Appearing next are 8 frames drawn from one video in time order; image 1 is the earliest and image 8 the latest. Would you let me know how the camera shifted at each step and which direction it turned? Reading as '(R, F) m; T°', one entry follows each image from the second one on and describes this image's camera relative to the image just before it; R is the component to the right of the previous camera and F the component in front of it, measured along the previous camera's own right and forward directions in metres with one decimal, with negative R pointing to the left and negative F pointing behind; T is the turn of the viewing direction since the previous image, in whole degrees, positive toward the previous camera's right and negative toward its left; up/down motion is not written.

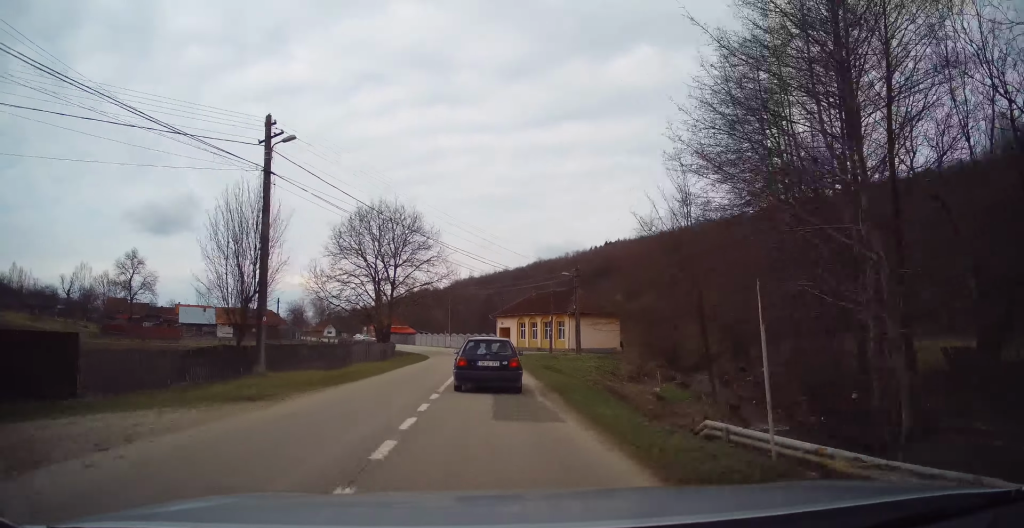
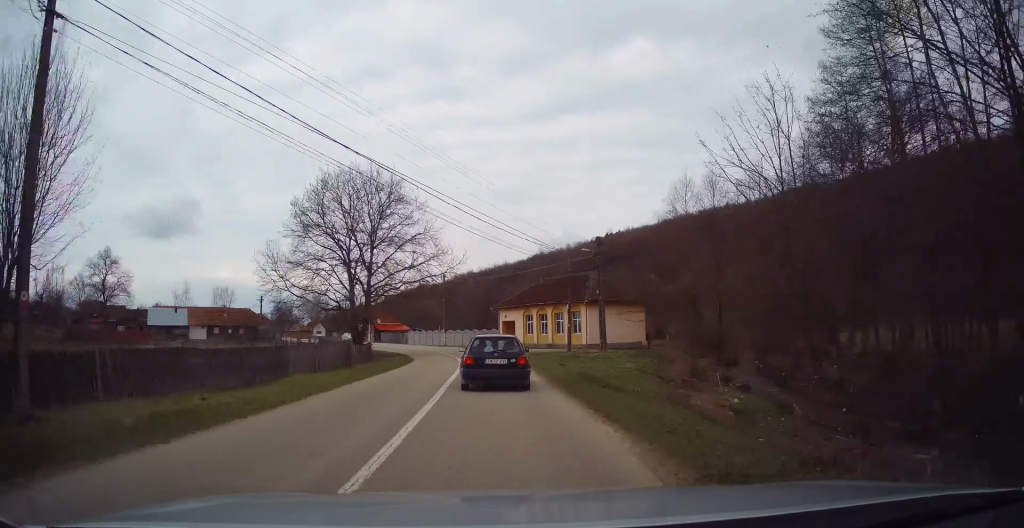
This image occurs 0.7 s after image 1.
(+0.1, +10.1) m; -1°
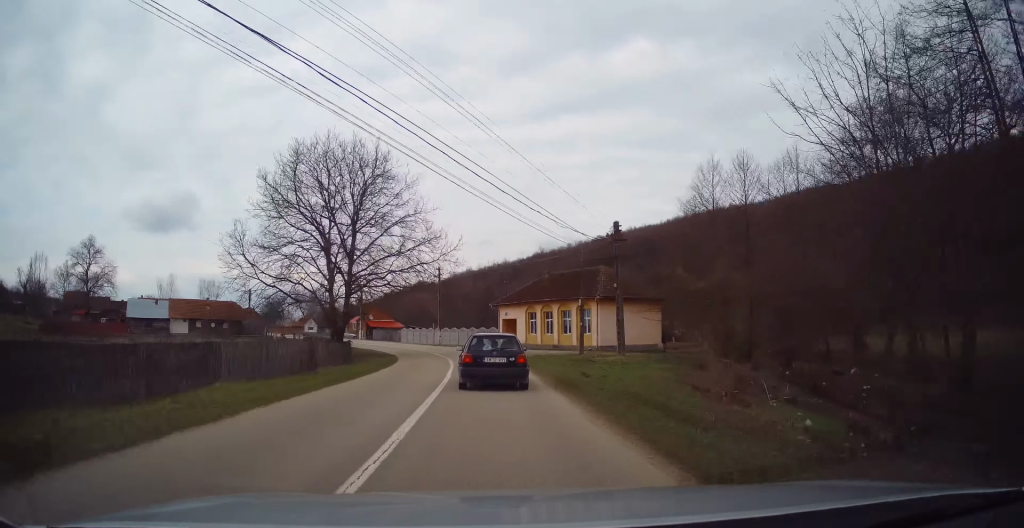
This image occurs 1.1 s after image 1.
(-0.1, +5.5) m; 0°
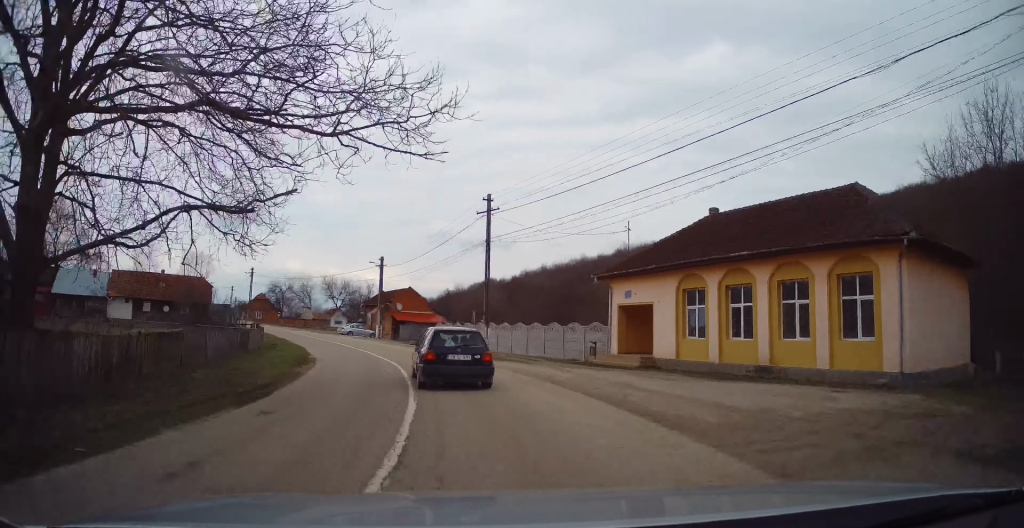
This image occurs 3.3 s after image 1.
(-0.3, +29.6) m; -4°
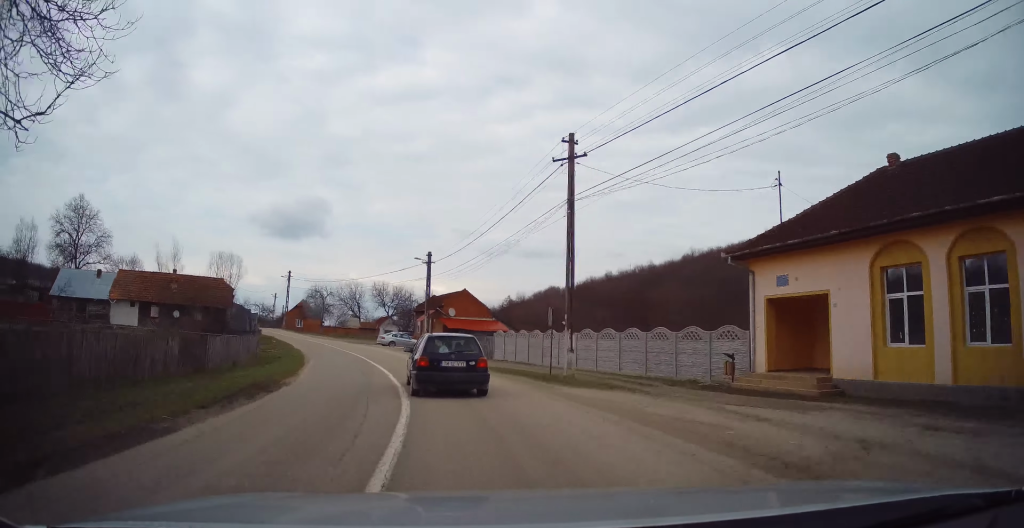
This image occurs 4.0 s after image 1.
(-0.3, +9.7) m; -5°
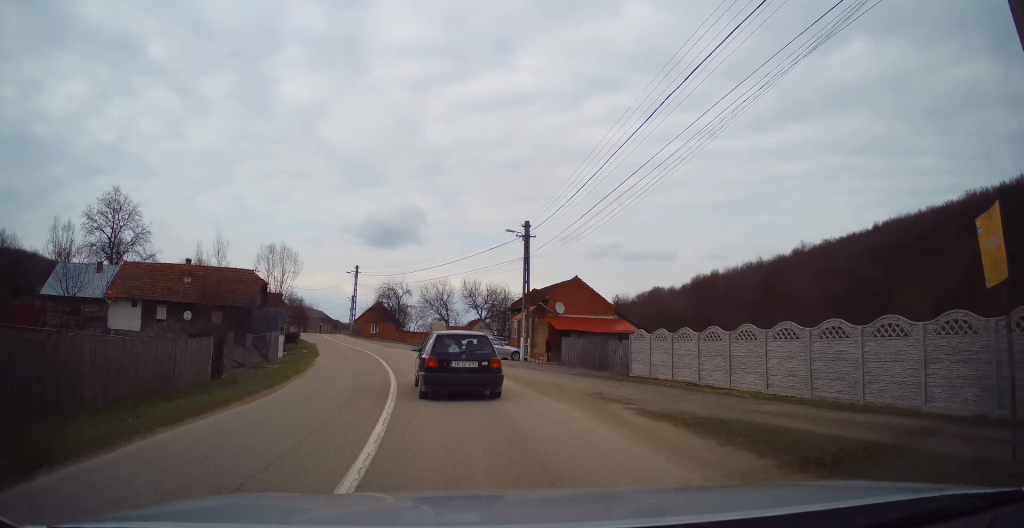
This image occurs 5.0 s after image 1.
(-1.0, +13.9) m; -9°
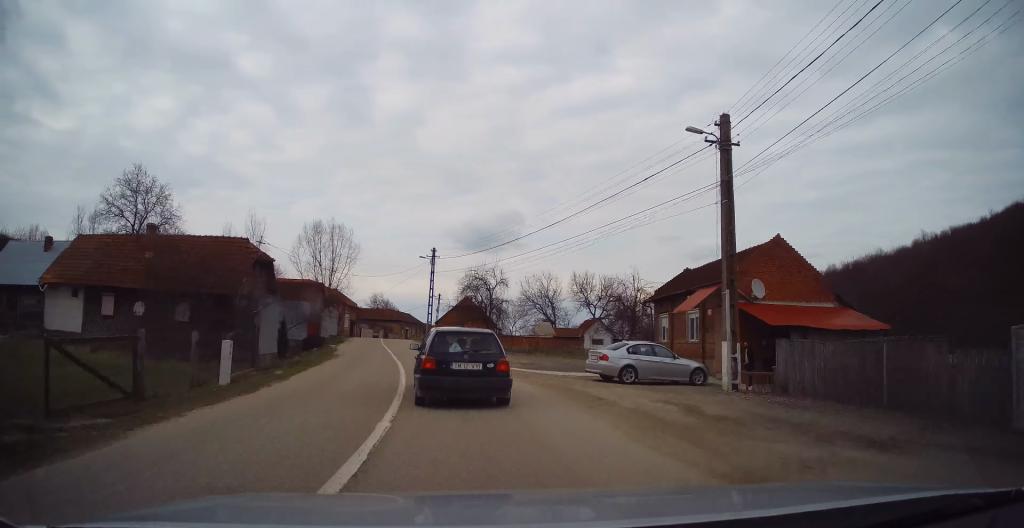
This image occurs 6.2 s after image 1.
(-1.7, +16.5) m; -11°
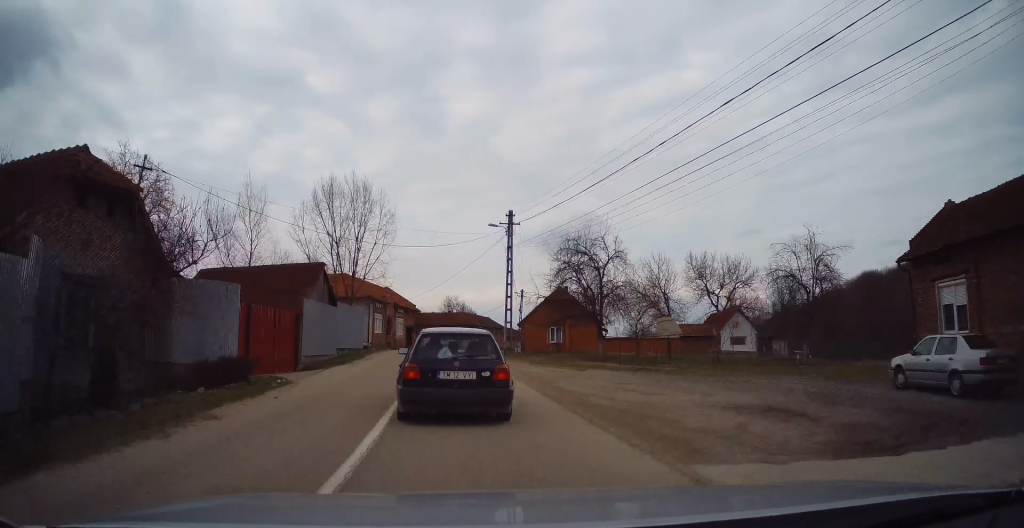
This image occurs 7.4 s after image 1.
(-1.7, +17.0) m; -9°
